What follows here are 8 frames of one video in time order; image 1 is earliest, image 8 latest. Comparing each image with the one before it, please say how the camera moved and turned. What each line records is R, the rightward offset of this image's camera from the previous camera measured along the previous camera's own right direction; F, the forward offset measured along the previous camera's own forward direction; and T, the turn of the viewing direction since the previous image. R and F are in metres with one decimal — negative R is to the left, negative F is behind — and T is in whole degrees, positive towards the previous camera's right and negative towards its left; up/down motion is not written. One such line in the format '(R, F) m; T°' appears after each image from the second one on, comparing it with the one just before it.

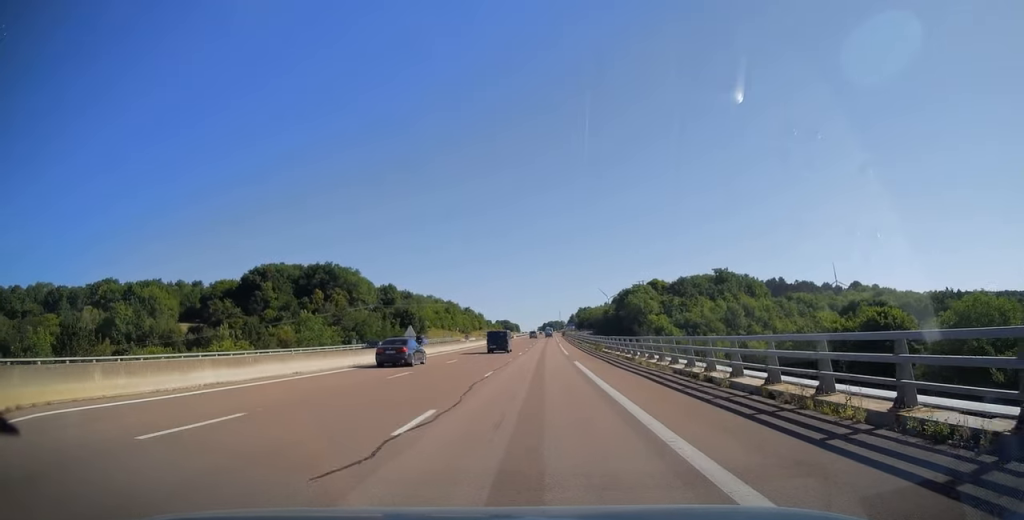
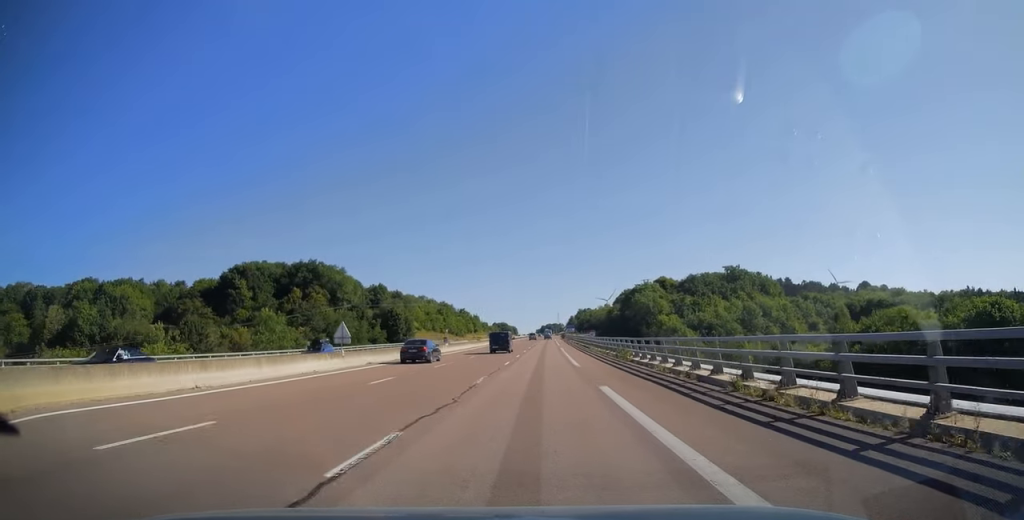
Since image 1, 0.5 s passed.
(-0.1, +15.8) m; 0°
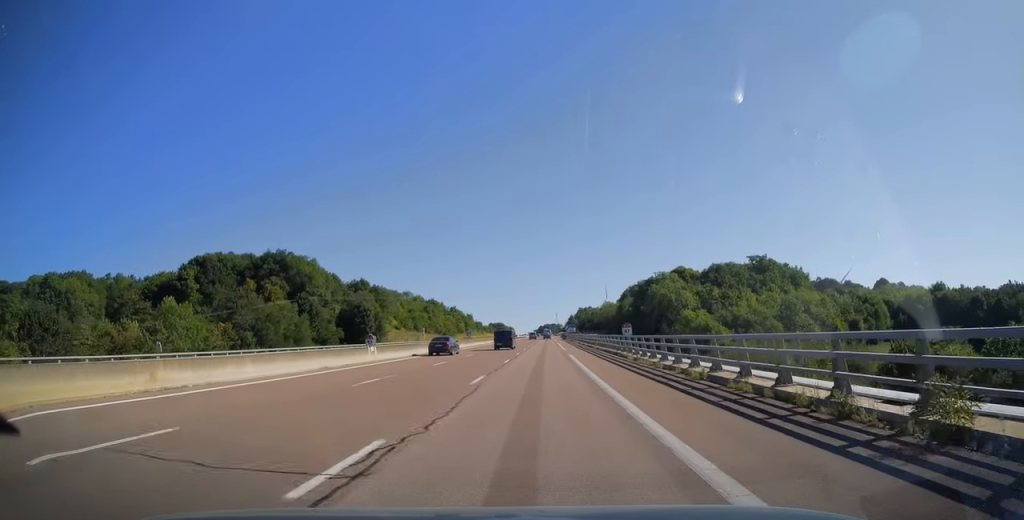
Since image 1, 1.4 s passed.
(+0.3, +27.3) m; 0°
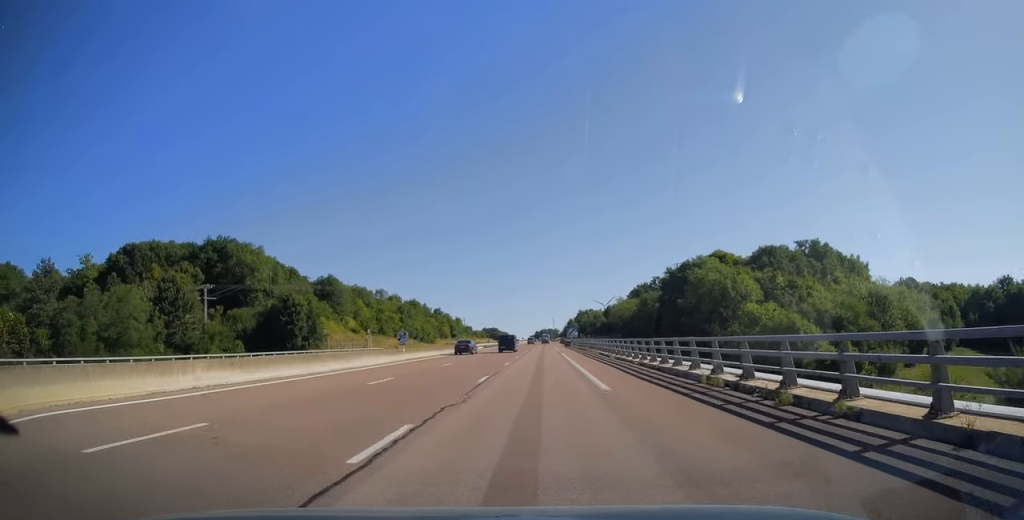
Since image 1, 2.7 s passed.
(0.0, +37.9) m; 0°
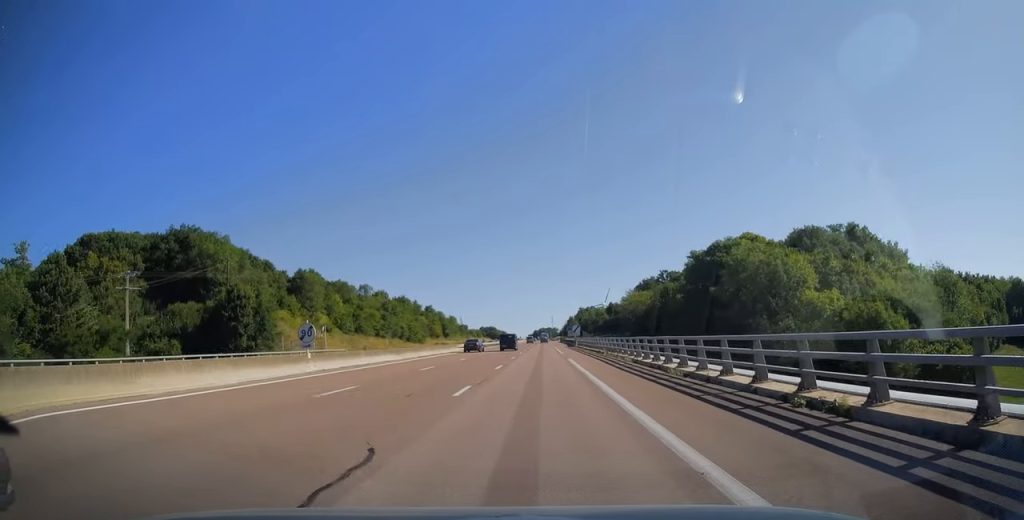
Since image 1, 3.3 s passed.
(+0.1, +18.4) m; 0°
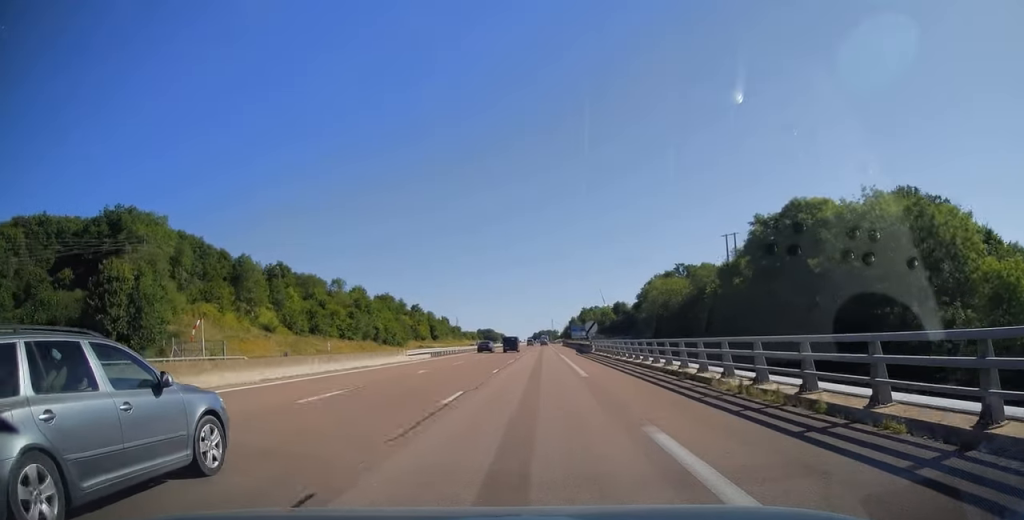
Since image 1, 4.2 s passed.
(0.0, +27.6) m; 0°
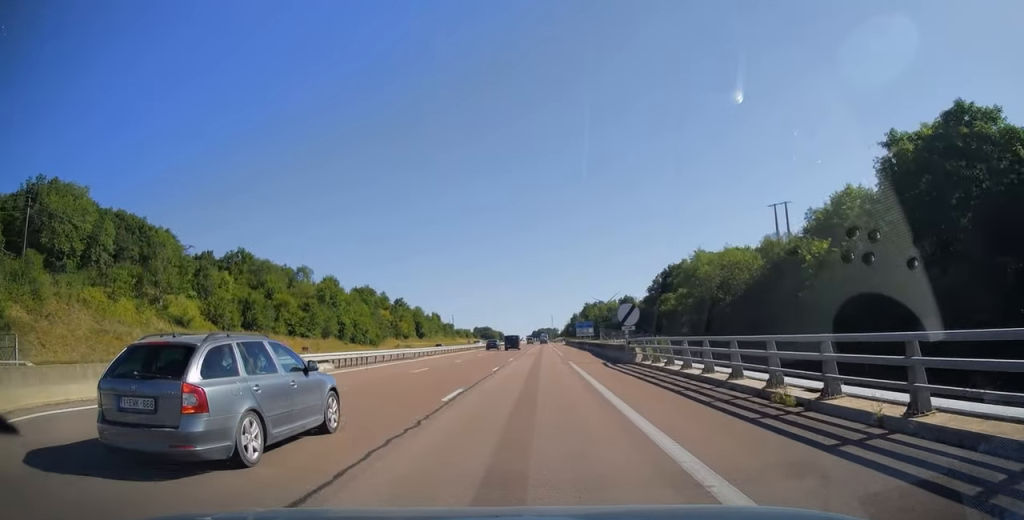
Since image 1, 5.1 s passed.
(0.0, +26.2) m; 0°
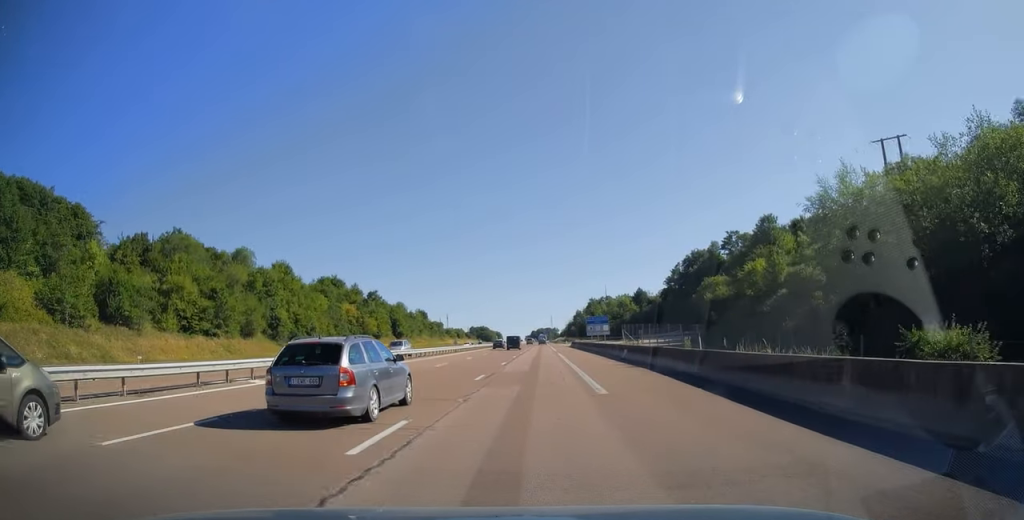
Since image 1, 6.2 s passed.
(+0.3, +32.7) m; 0°
